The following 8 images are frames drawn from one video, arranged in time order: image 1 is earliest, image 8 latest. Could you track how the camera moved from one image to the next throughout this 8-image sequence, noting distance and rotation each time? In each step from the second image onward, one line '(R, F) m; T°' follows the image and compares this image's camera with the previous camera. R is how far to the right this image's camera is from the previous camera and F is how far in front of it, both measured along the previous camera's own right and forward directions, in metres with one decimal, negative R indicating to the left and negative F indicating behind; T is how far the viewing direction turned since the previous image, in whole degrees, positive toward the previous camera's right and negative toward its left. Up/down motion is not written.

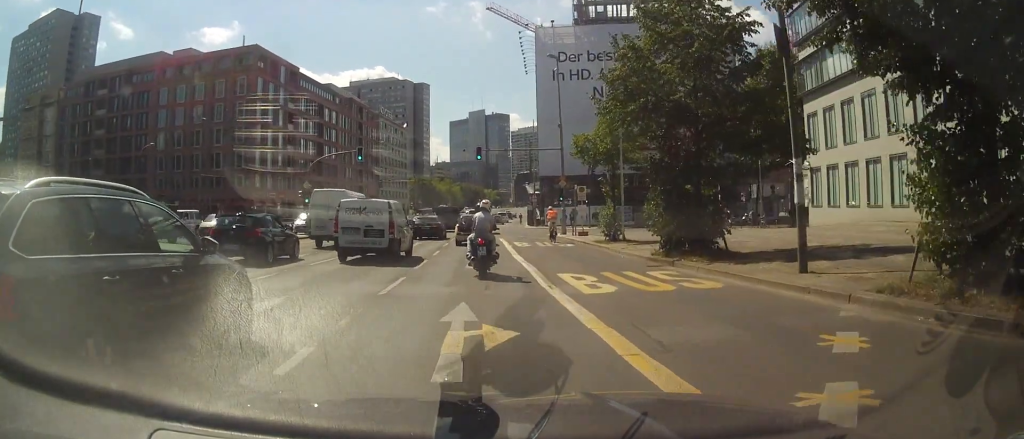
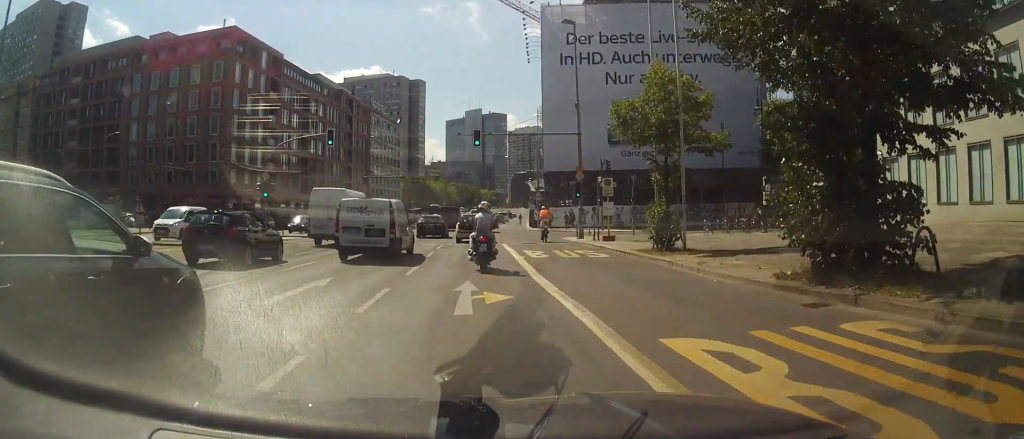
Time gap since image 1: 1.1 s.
(-0.1, +7.8) m; -1°
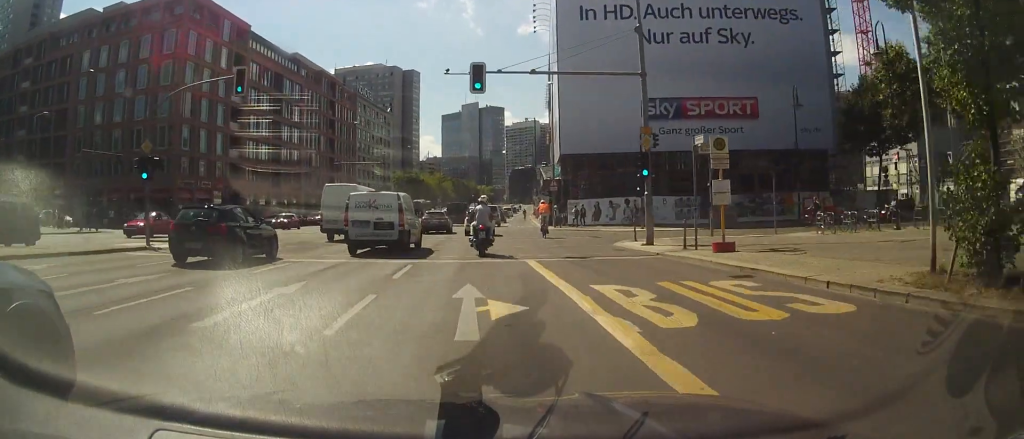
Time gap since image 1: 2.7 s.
(-0.1, +13.7) m; -1°
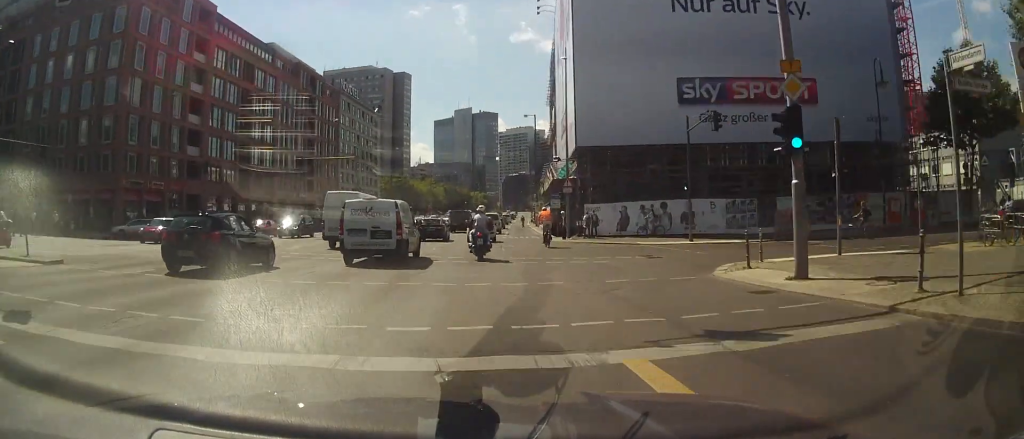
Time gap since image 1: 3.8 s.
(0.0, +9.3) m; 0°
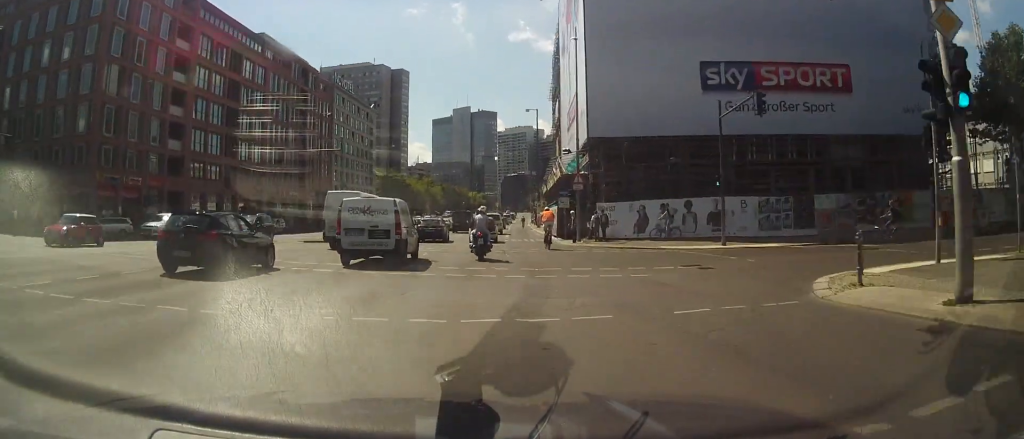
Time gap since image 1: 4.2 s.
(0.0, +4.2) m; +1°
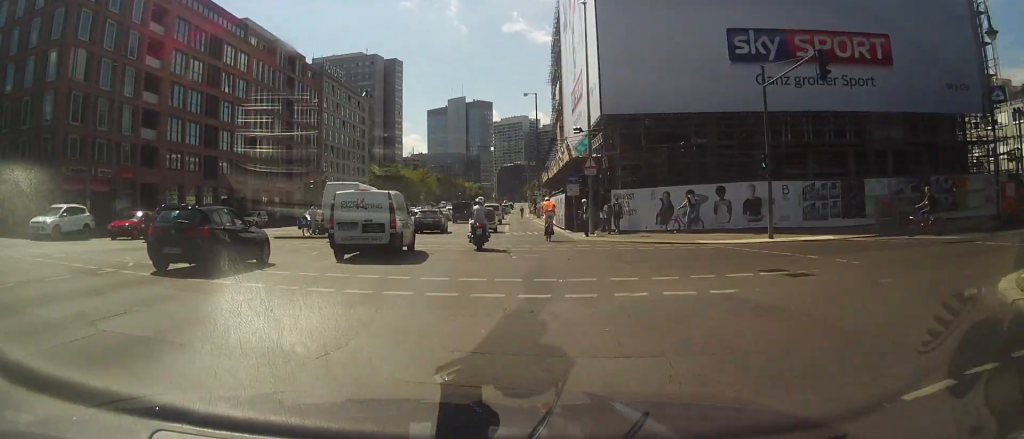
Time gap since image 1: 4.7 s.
(-0.1, +4.6) m; +1°
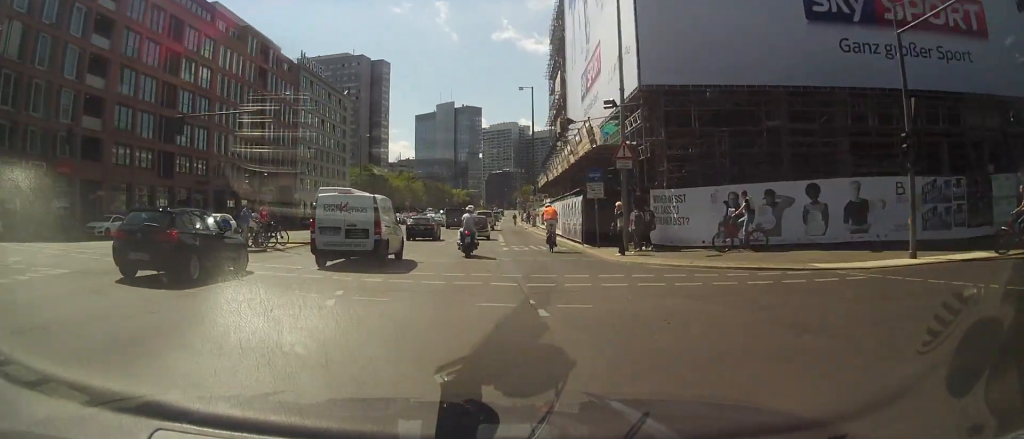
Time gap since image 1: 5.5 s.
(+0.3, +9.0) m; +1°
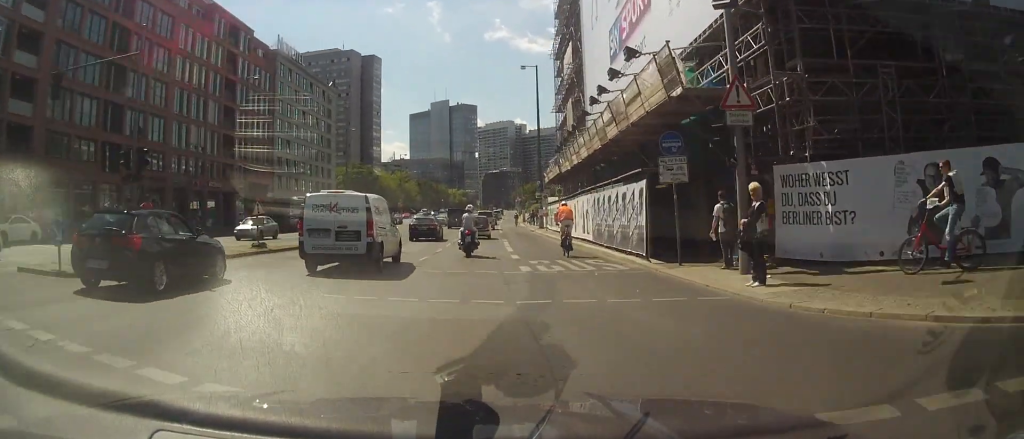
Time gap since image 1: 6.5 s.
(0.0, +10.4) m; 0°
